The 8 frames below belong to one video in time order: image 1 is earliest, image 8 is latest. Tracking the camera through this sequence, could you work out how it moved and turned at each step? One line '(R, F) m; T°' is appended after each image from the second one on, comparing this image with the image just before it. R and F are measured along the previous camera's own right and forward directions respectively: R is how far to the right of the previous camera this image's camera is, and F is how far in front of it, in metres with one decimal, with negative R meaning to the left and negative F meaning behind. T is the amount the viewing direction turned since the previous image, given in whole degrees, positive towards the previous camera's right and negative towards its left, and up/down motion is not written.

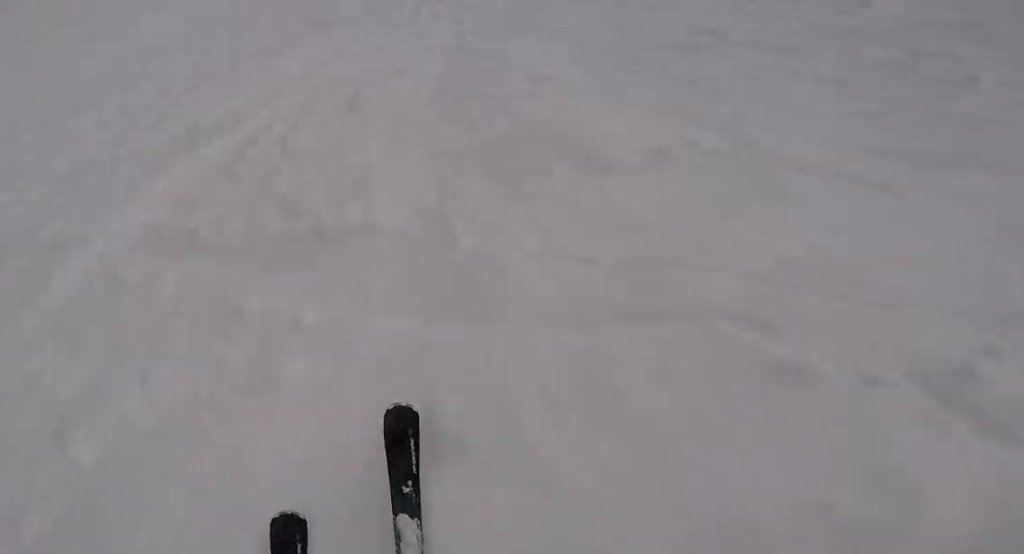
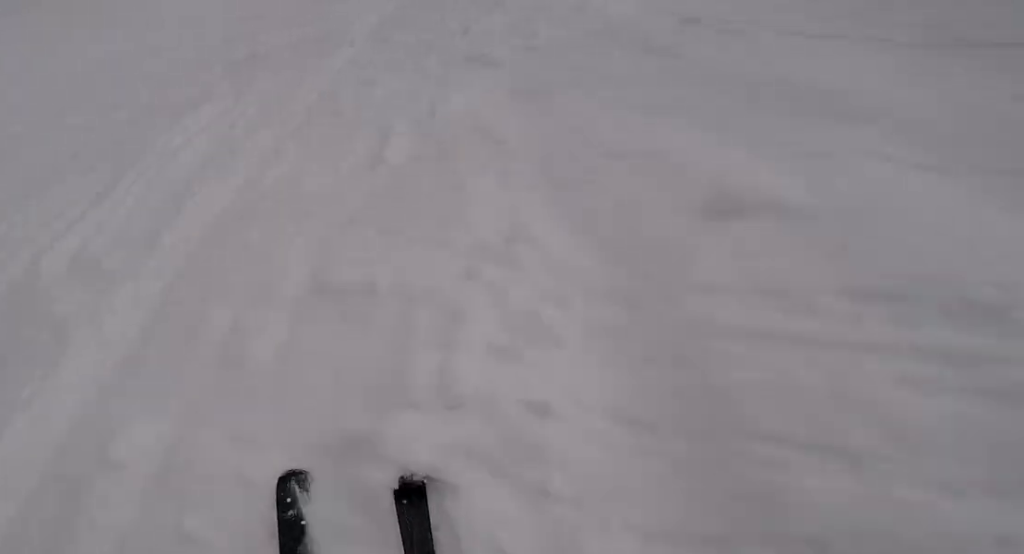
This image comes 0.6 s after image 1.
(-0.4, +3.4) m; -1°
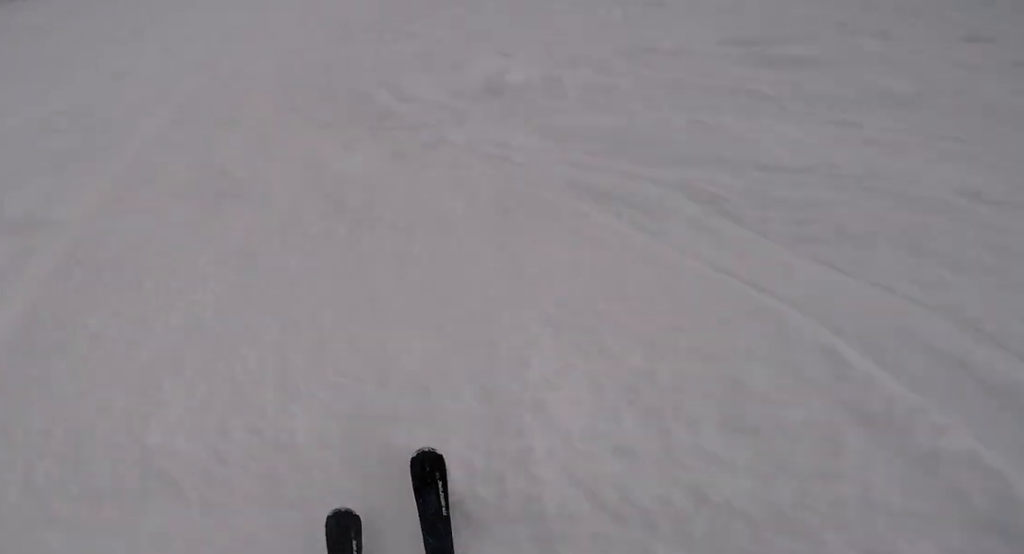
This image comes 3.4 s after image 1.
(+4.0, +21.0) m; +9°
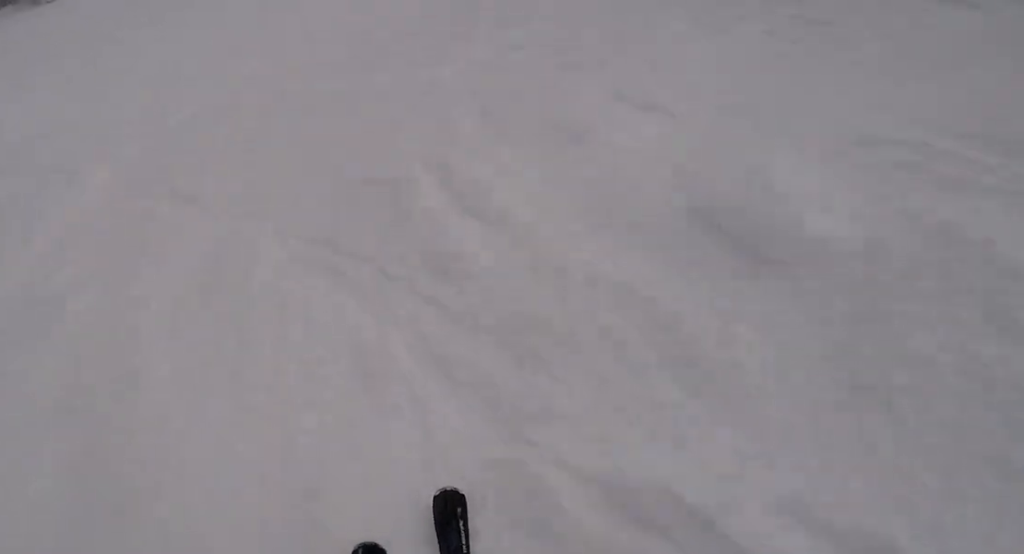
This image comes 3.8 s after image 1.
(-0.4, +3.7) m; -4°
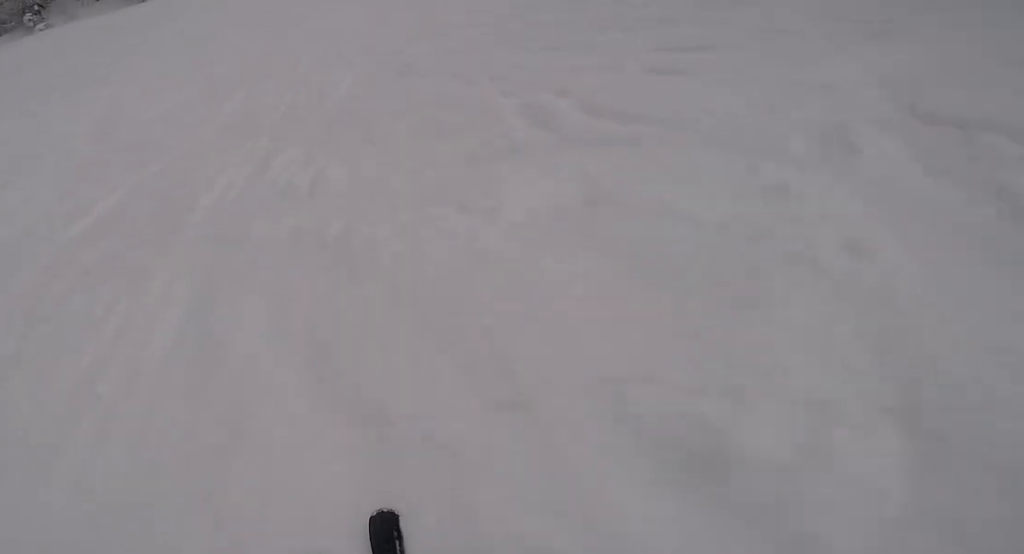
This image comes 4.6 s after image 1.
(+0.1, +7.4) m; -1°
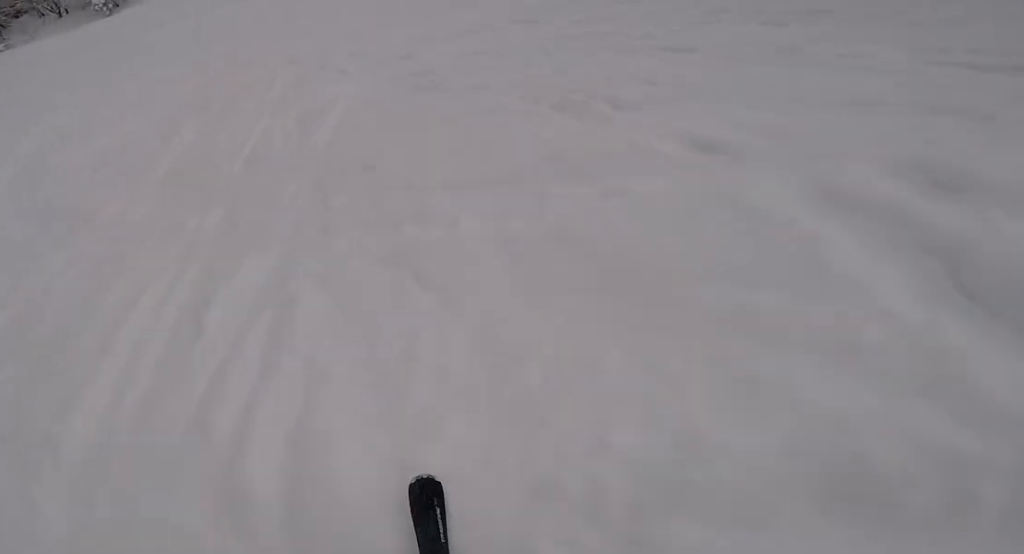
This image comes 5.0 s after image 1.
(+0.1, +3.9) m; 0°
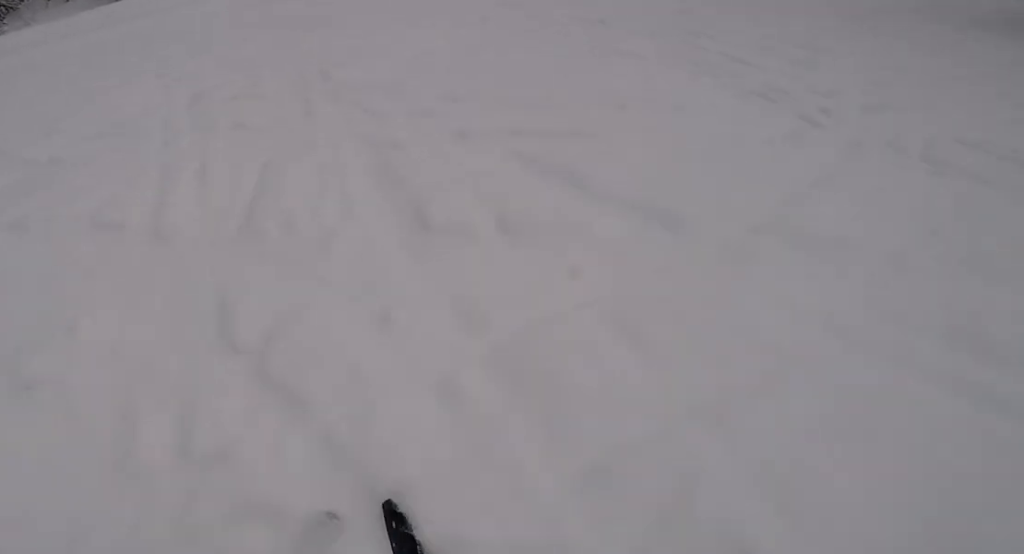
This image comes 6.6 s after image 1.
(-0.1, +14.3) m; 0°
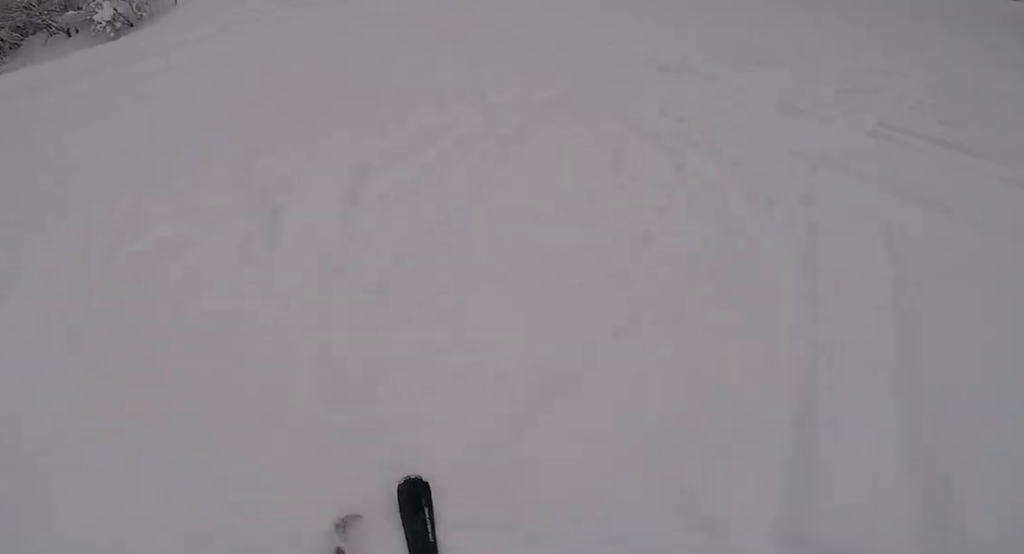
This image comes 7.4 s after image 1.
(-0.1, +6.7) m; -1°
